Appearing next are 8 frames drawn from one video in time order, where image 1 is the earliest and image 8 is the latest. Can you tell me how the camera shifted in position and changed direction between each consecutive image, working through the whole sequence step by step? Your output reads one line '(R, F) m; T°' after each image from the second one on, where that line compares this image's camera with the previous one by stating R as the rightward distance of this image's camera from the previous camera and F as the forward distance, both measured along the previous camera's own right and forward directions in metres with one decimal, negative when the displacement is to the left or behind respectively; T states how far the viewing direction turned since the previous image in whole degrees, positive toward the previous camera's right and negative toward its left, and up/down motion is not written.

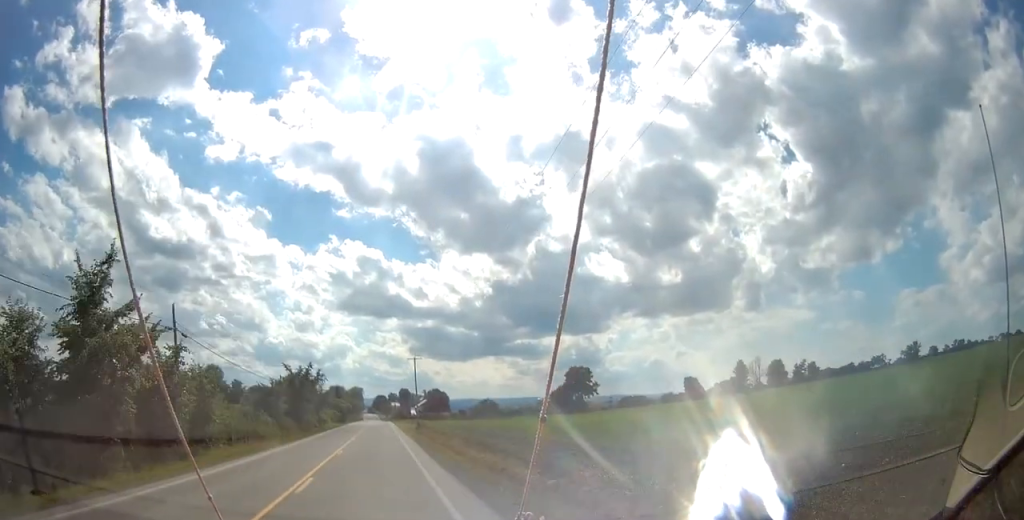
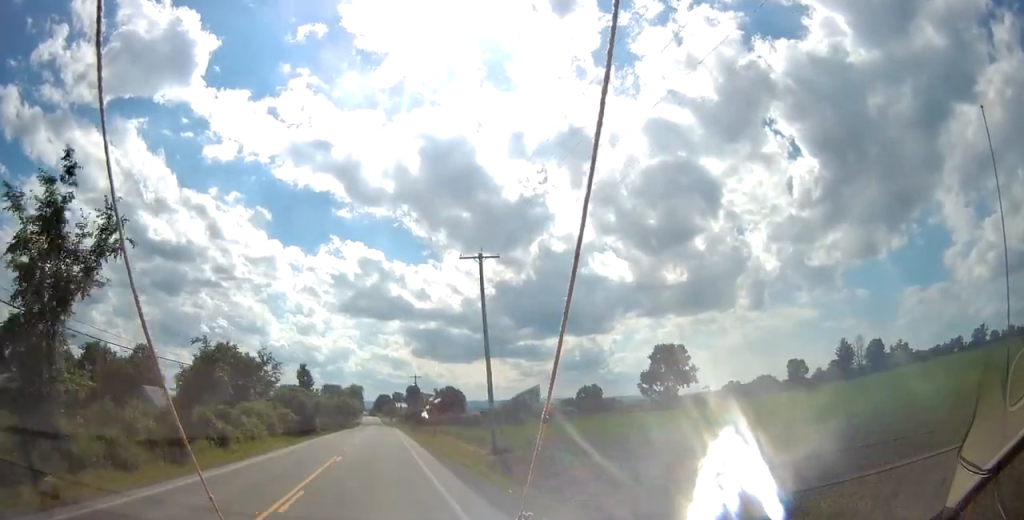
(0.0, +63.3) m; 0°
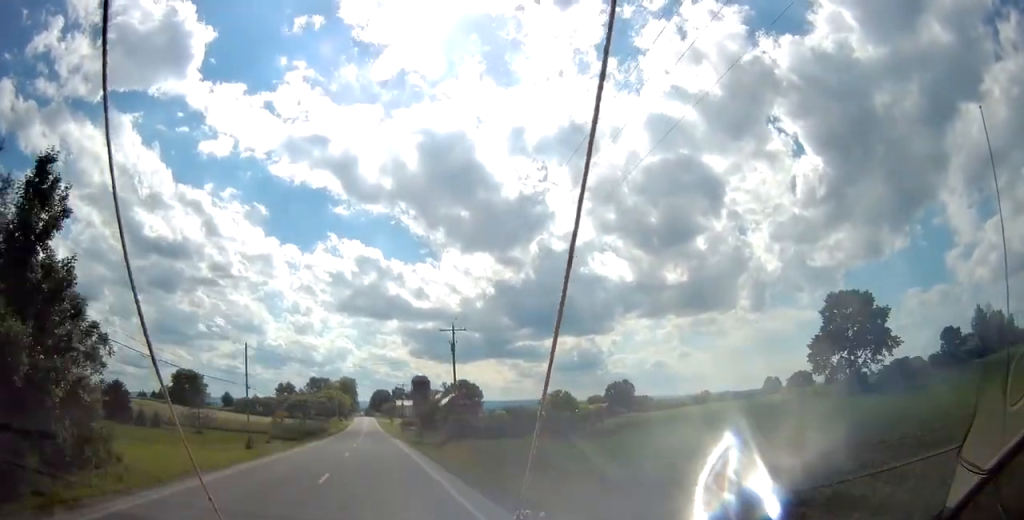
(-0.2, +62.8) m; -1°
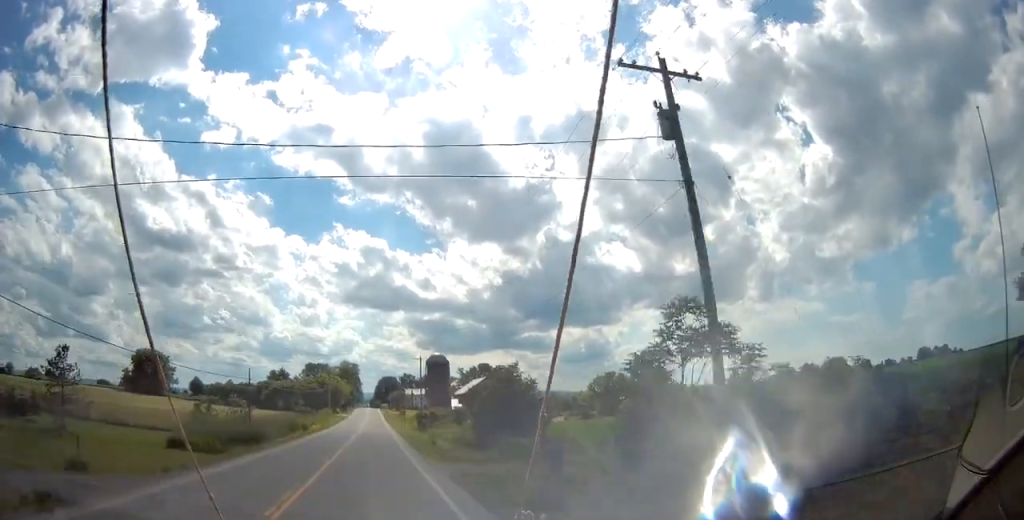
(-0.2, +40.6) m; 0°
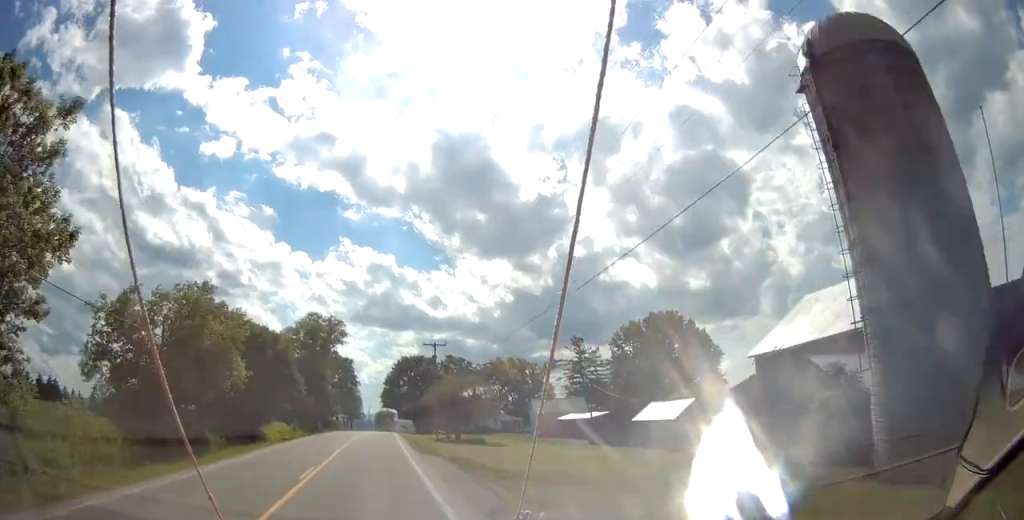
(-1.0, +143.3) m; 0°
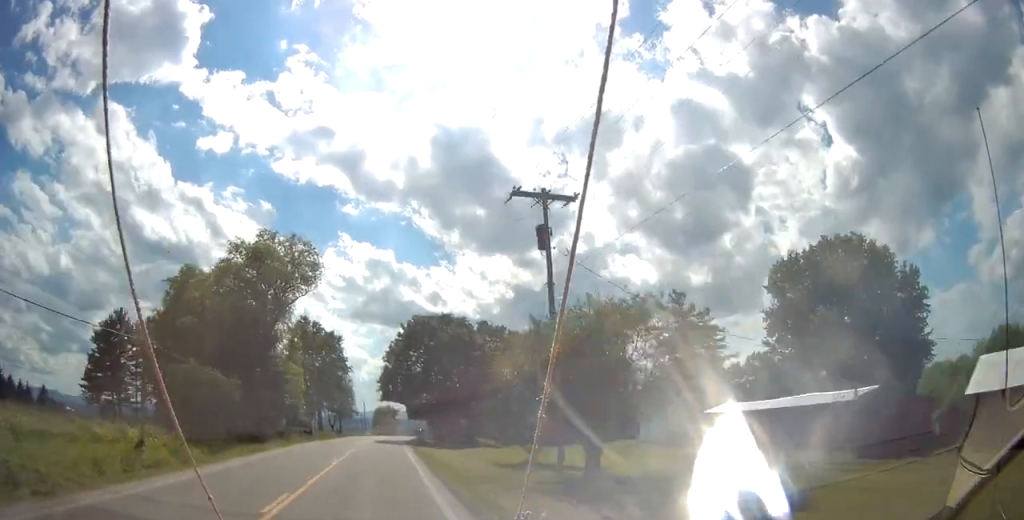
(-0.4, +41.7) m; +1°
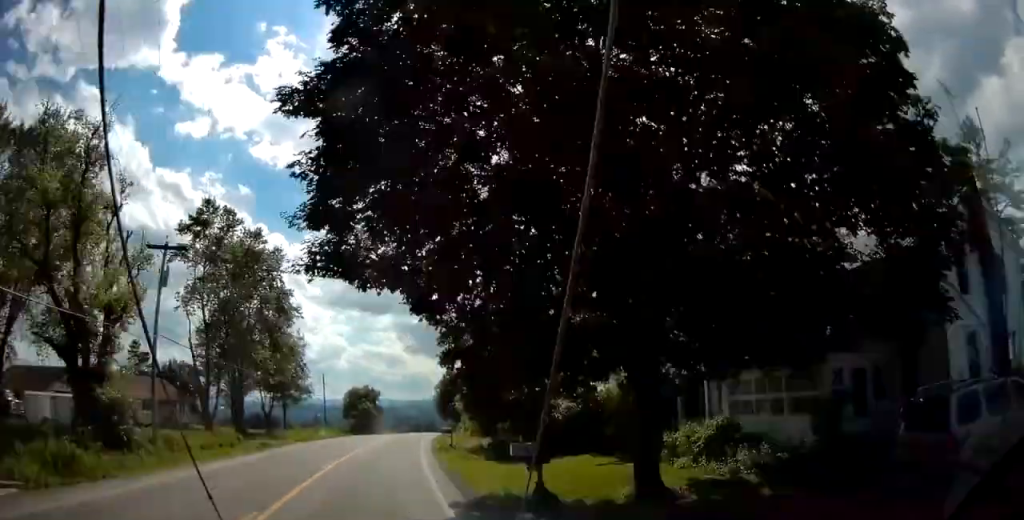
(+1.1, +53.0) m; +3°
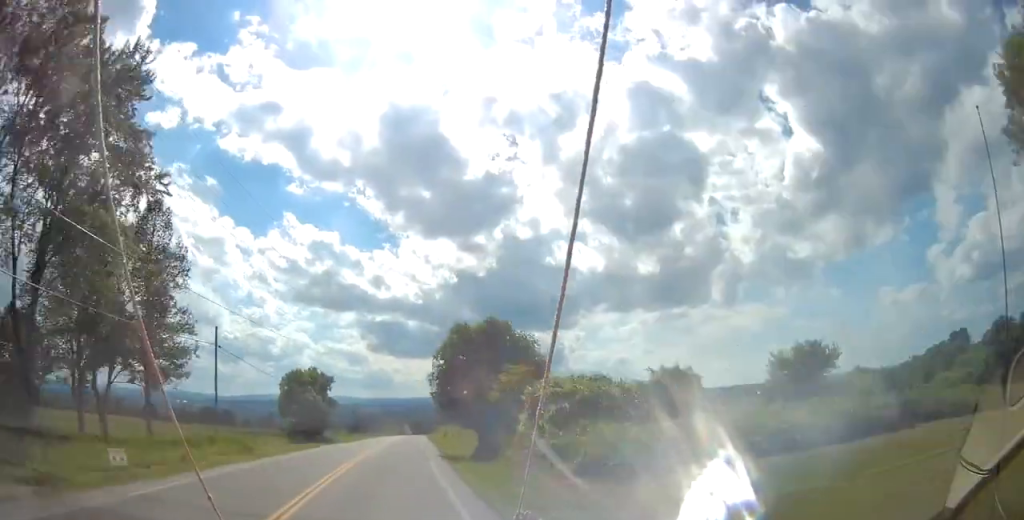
(+0.7, +37.0) m; +2°
